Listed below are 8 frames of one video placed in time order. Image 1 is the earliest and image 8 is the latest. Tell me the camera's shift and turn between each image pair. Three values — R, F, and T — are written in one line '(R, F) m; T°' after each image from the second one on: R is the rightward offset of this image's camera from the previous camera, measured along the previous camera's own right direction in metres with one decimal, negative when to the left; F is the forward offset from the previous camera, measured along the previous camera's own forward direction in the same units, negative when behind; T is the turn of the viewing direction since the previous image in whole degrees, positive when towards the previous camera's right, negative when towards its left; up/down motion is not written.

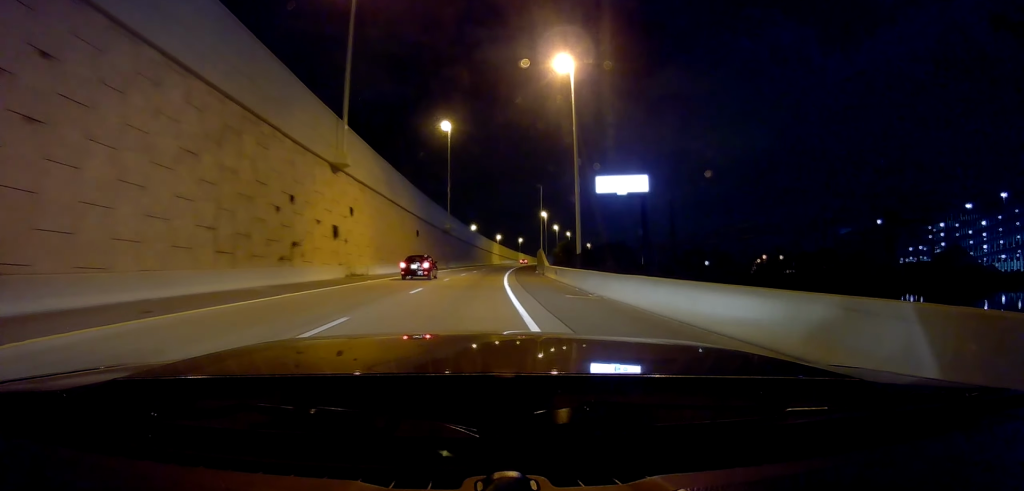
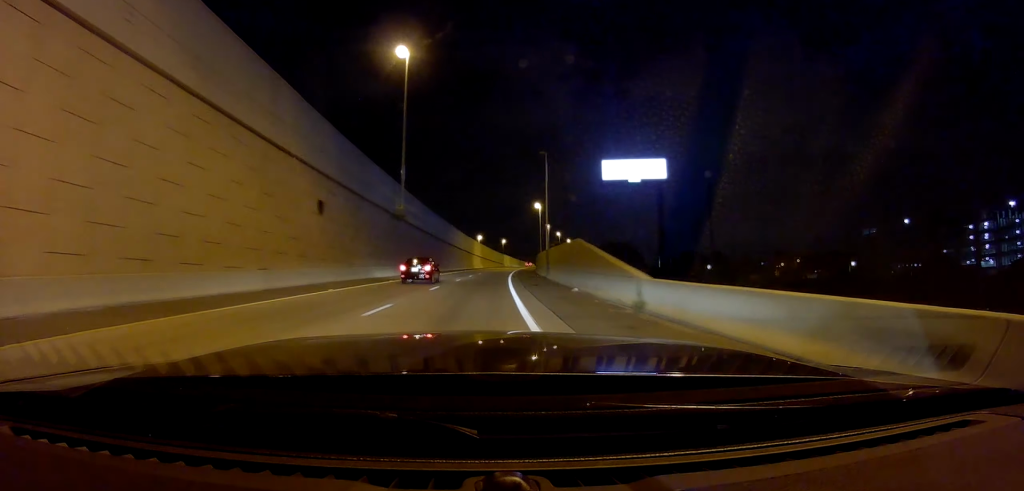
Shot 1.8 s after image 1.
(+0.3, +27.0) m; +1°
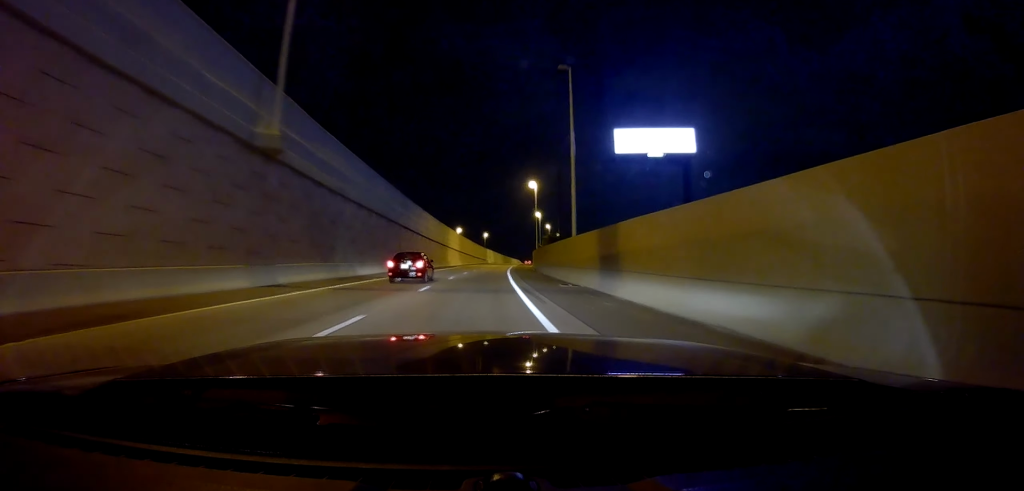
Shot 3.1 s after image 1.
(+0.4, +25.1) m; +2°
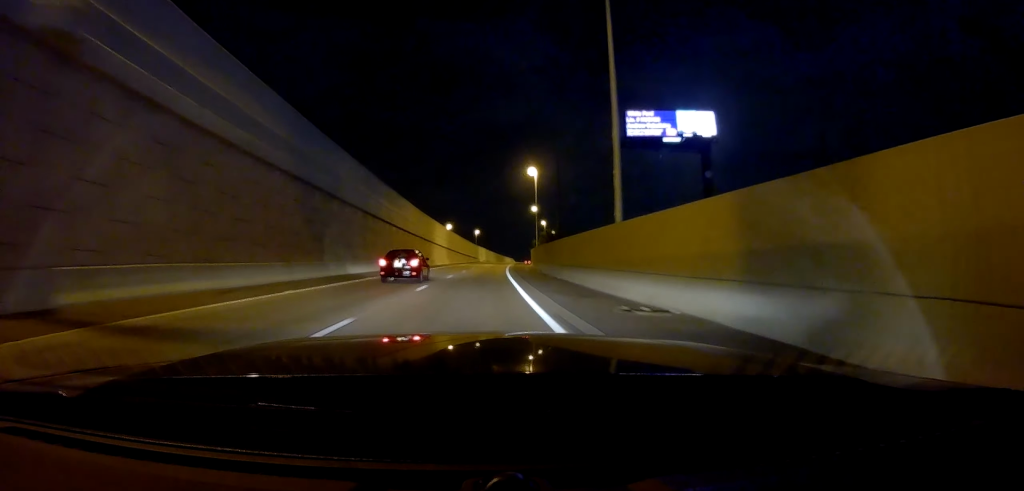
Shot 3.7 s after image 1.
(+0.1, +12.6) m; +1°
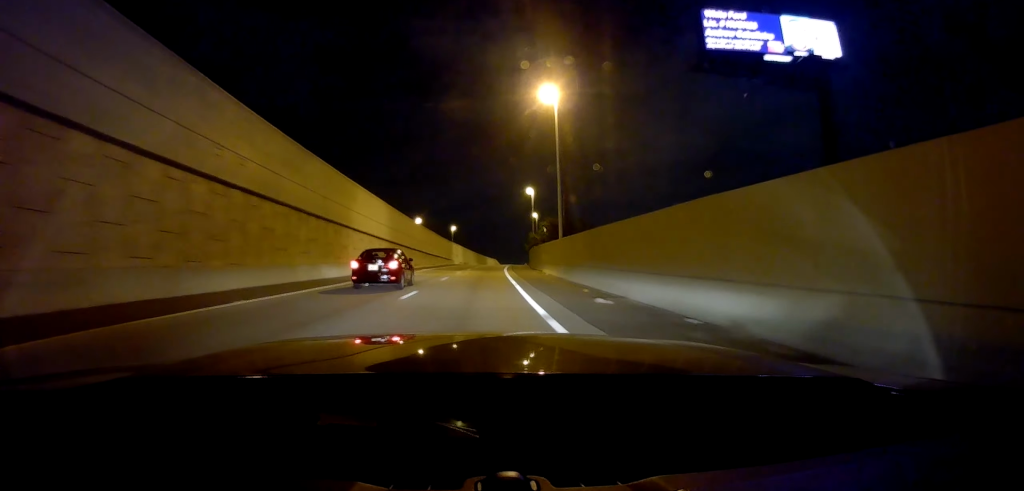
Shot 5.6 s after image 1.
(+0.7, +41.6) m; +3°
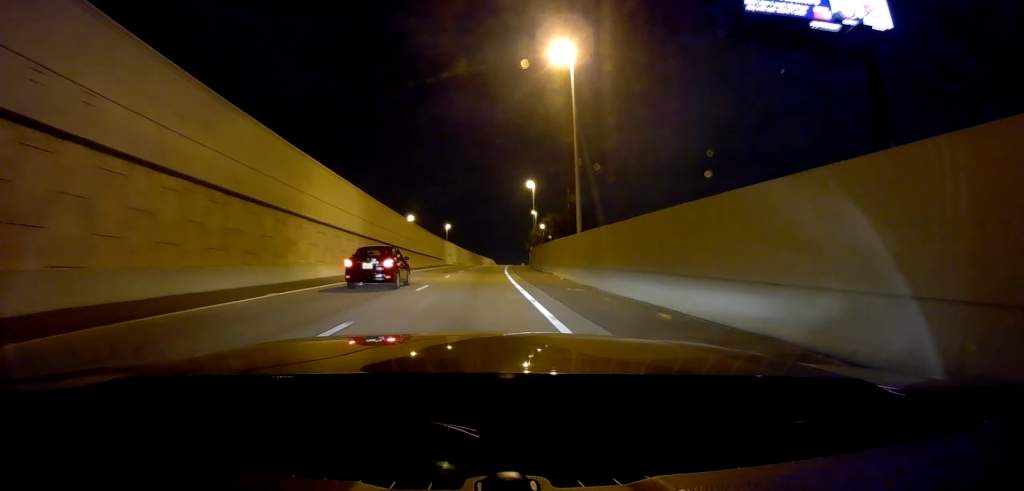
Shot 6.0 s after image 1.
(-0.2, +9.8) m; +1°
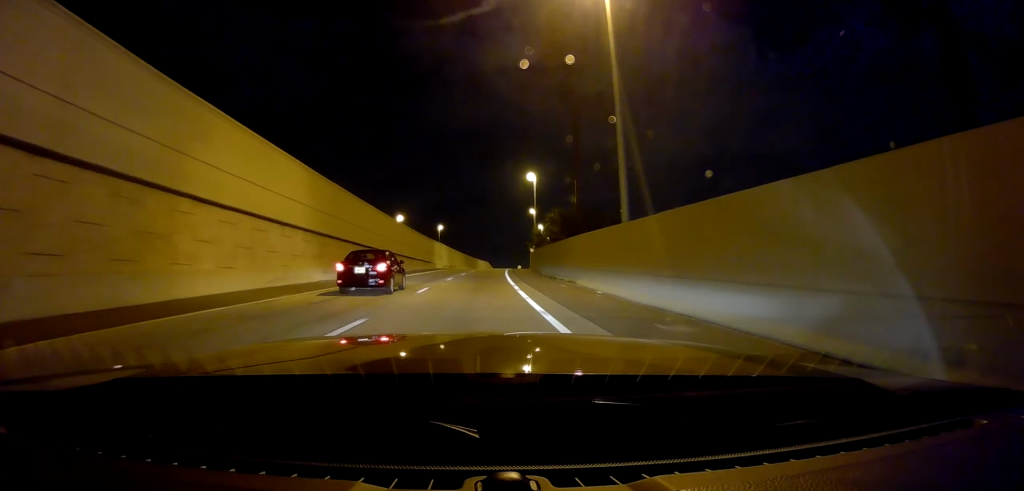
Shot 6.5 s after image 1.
(+0.5, +11.9) m; 0°
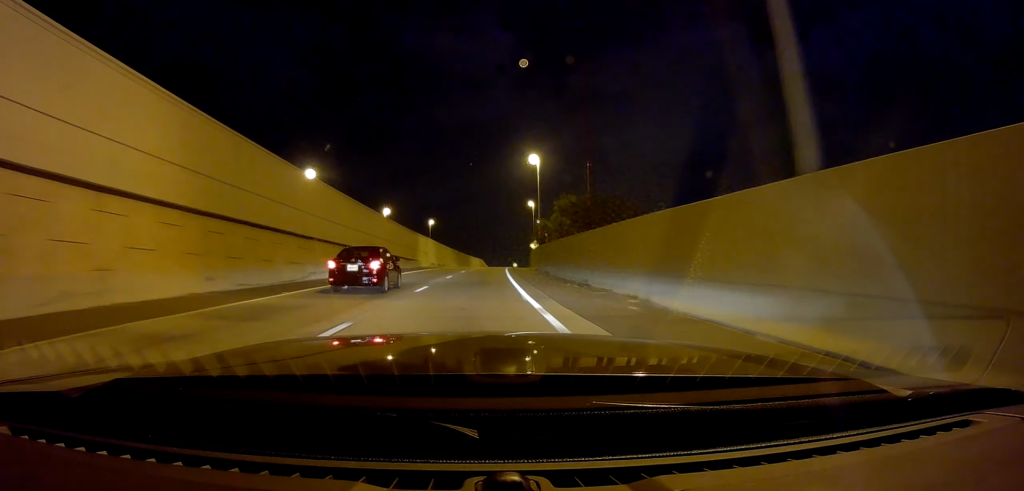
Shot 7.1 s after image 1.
(+0.3, +13.4) m; 0°
